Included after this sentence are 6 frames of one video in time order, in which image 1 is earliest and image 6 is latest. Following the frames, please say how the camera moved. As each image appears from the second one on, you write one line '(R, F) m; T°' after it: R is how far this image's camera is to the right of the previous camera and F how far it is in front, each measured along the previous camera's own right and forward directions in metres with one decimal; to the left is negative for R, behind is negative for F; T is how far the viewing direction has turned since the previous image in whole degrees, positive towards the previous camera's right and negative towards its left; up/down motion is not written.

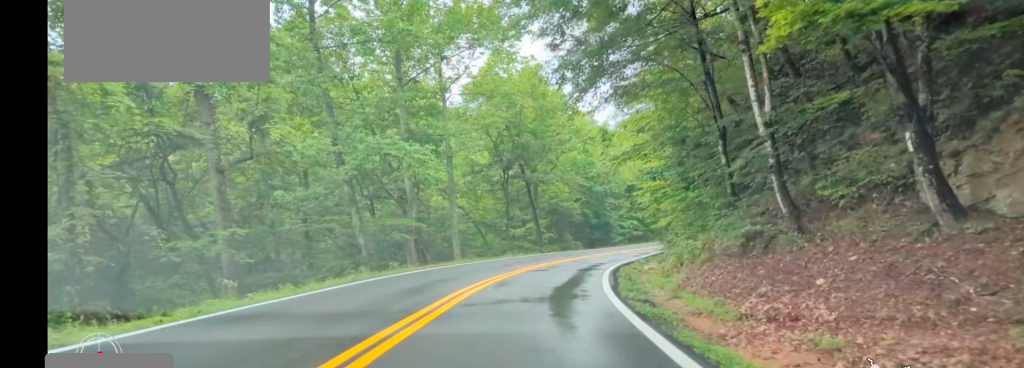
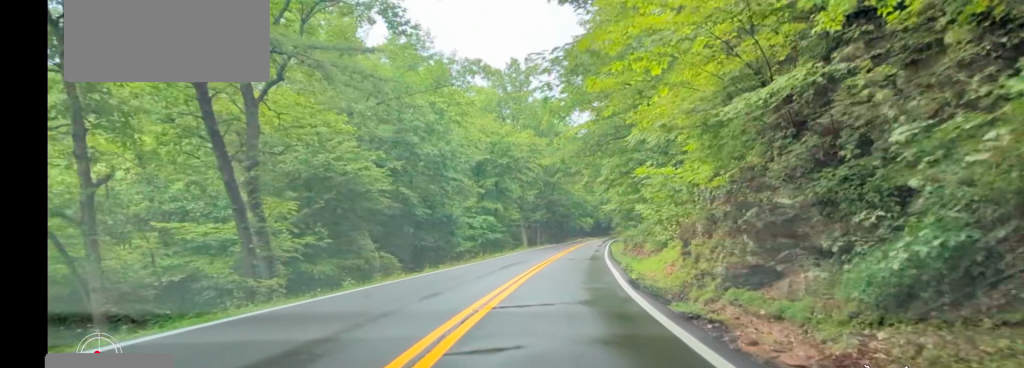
(+2.4, +35.8) m; +11°
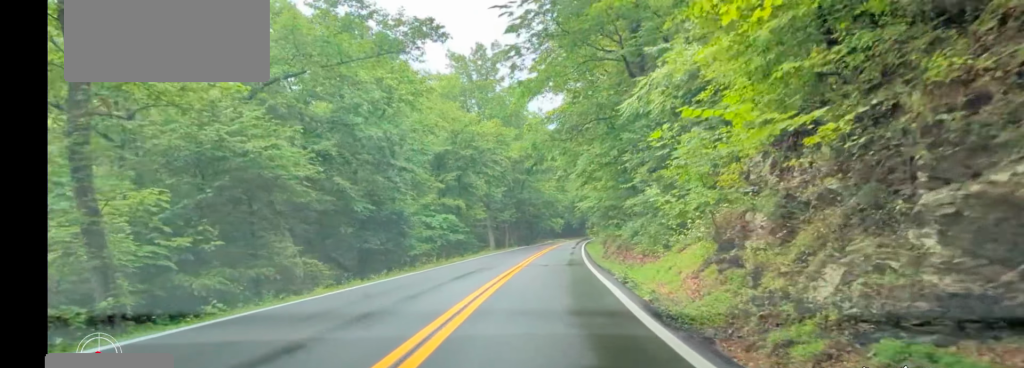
(+0.2, +6.4) m; +2°
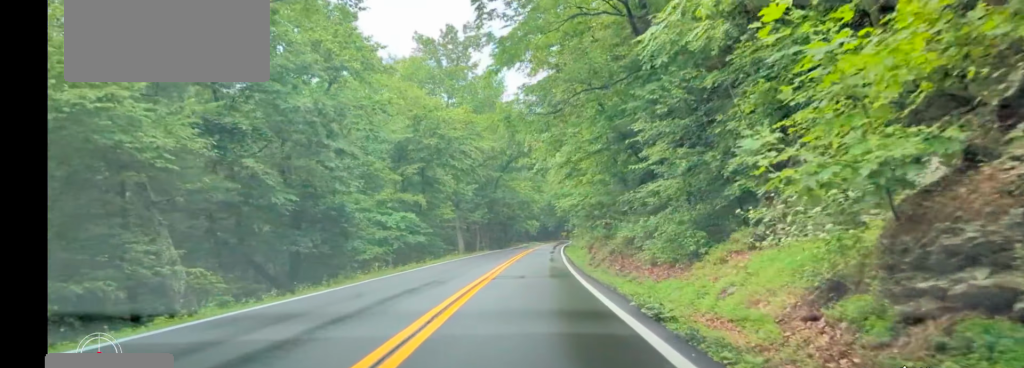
(0.0, +7.0) m; +1°
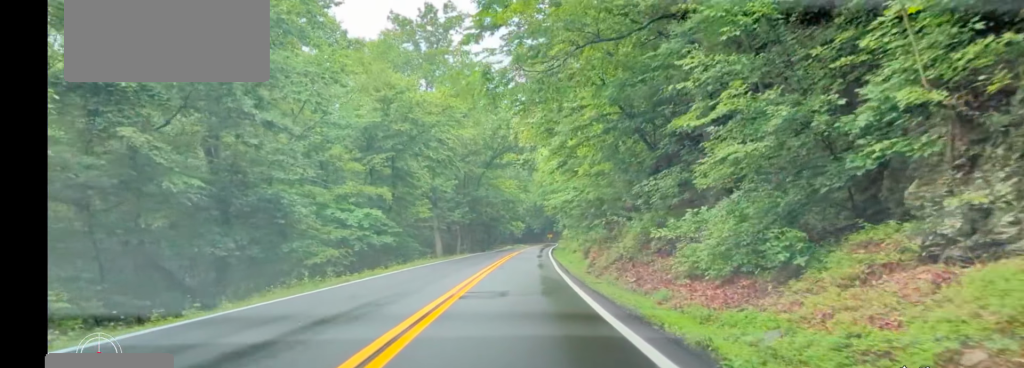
(0.0, +6.1) m; +1°
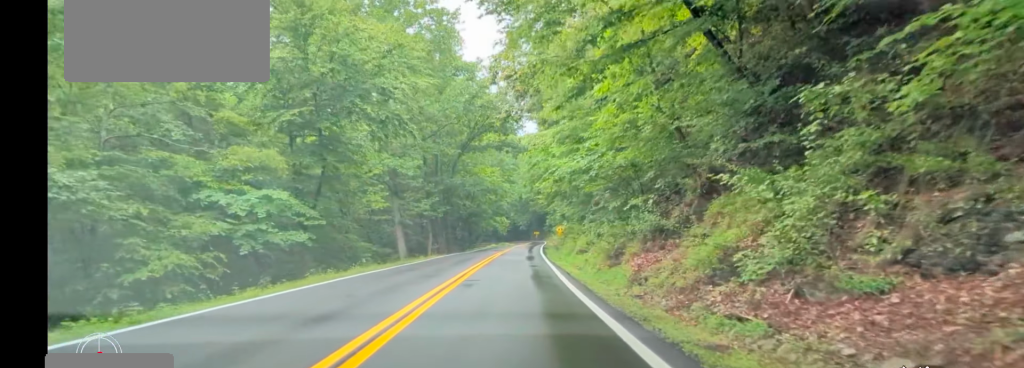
(+0.4, +13.1) m; +4°
